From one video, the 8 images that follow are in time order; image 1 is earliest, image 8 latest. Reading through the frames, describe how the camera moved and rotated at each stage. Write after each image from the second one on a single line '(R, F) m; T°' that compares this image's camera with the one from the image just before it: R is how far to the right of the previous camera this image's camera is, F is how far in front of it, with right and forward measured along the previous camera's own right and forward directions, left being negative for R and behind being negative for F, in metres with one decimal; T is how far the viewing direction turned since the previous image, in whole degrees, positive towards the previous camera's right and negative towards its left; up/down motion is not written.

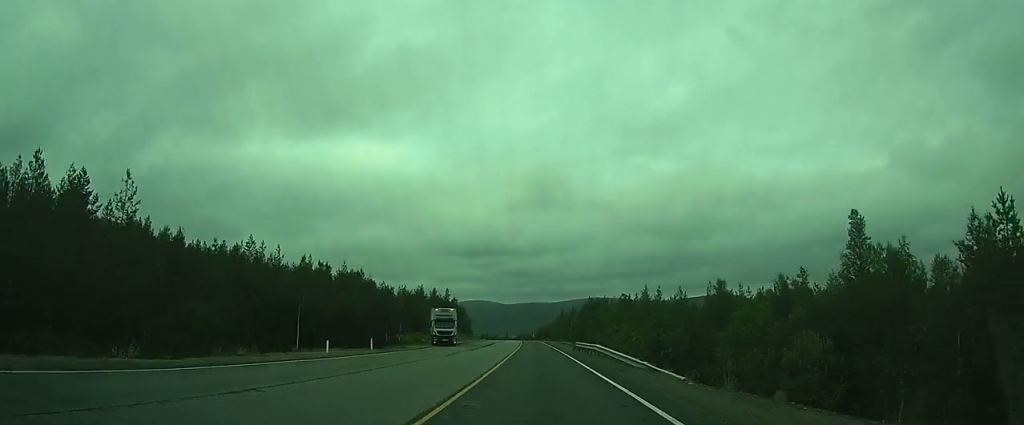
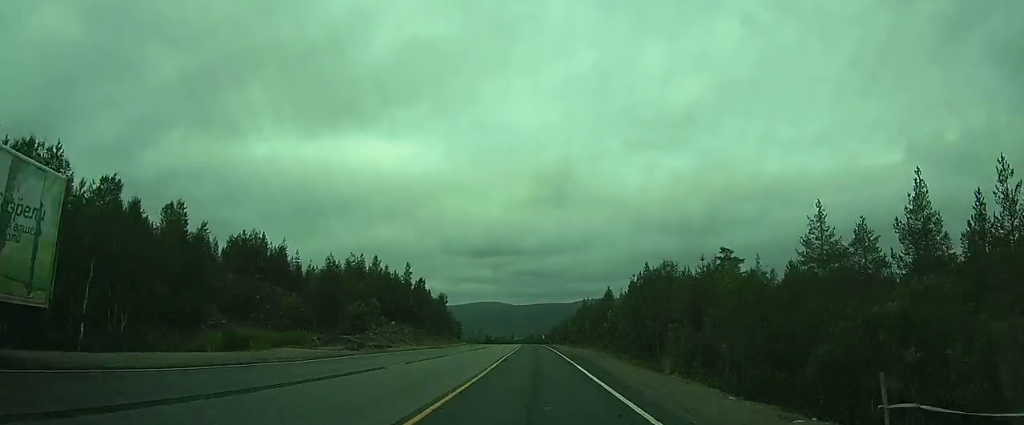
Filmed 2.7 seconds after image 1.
(-0.8, +62.7) m; -2°
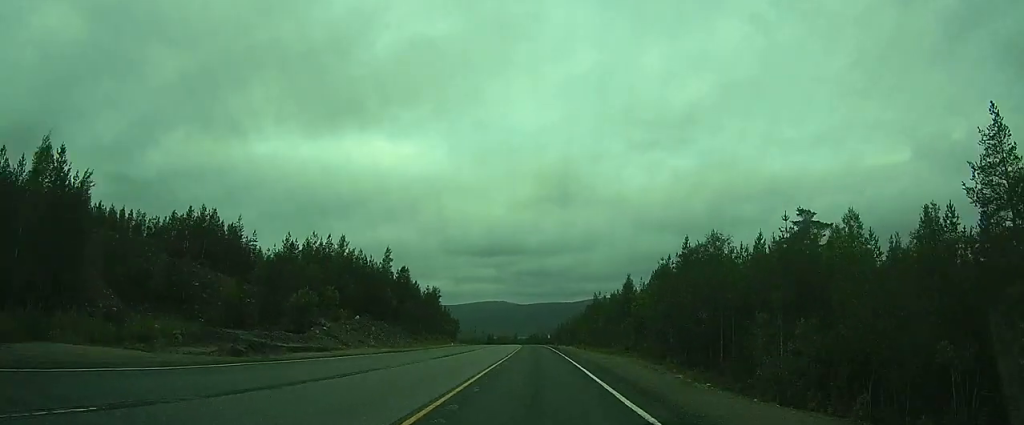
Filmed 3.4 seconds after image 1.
(0.0, +17.9) m; 0°
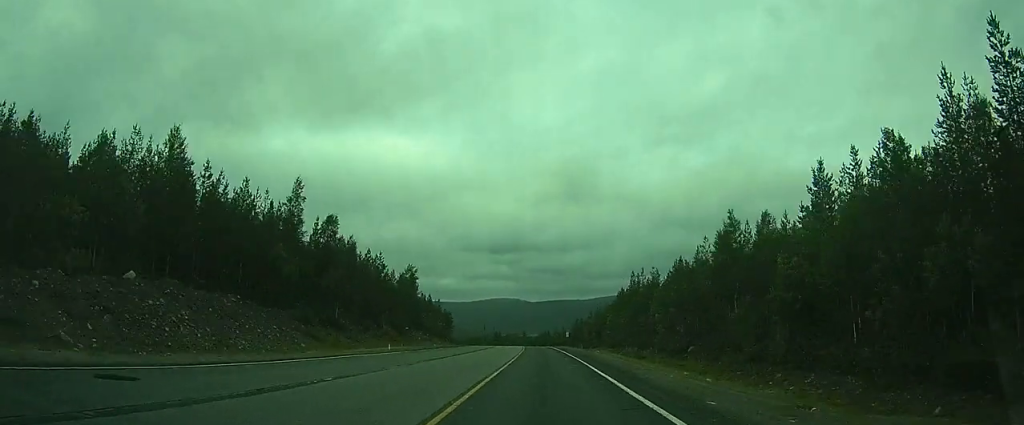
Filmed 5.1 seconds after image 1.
(-0.3, +38.7) m; -1°
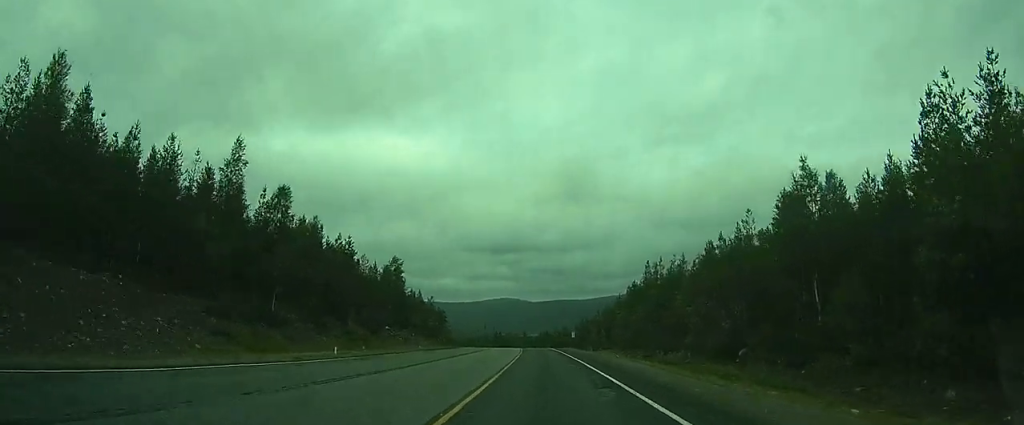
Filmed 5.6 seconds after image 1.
(0.0, +11.6) m; 0°
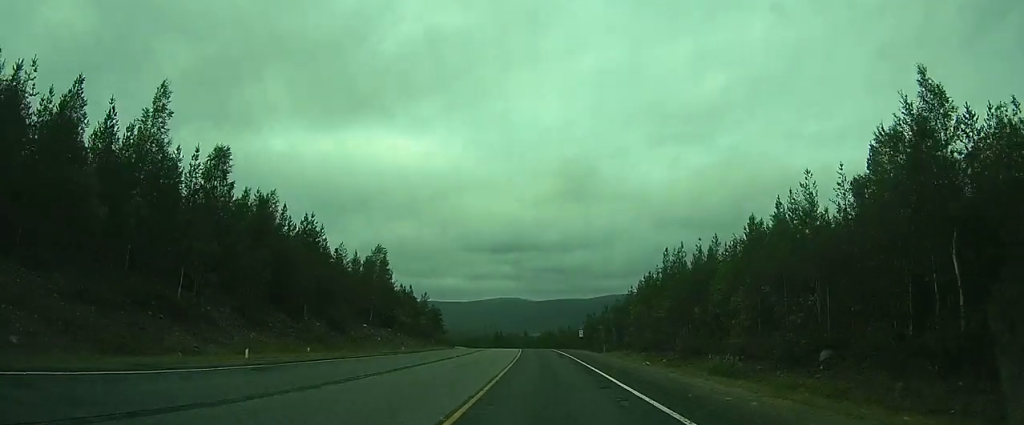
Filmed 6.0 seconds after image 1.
(0.0, +10.1) m; 0°
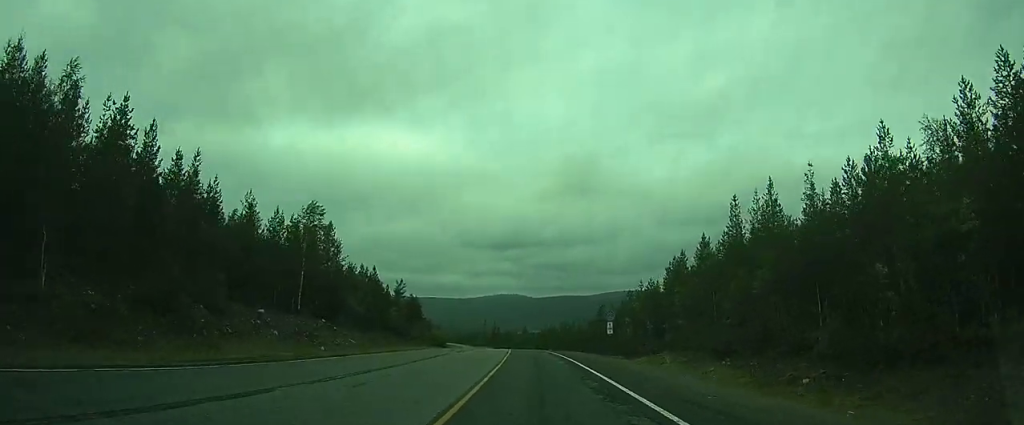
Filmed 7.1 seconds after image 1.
(0.0, +24.1) m; 0°
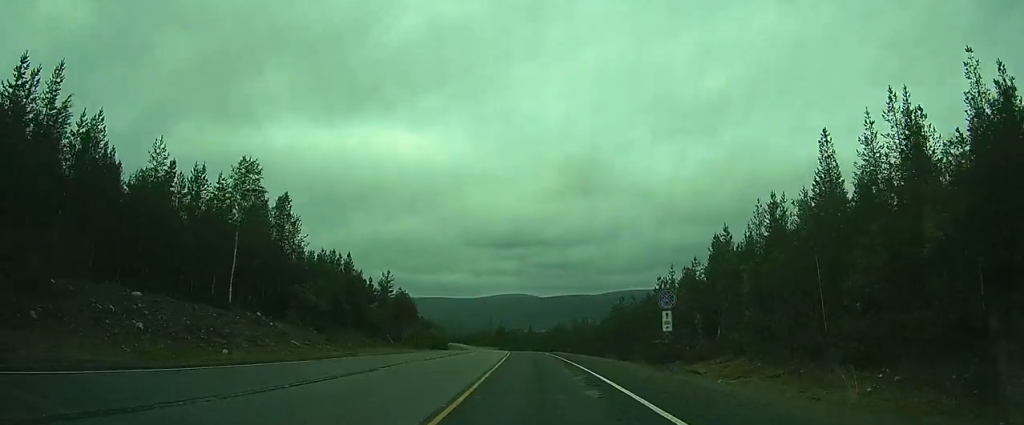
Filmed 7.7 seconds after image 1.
(0.0, +14.1) m; -1°
